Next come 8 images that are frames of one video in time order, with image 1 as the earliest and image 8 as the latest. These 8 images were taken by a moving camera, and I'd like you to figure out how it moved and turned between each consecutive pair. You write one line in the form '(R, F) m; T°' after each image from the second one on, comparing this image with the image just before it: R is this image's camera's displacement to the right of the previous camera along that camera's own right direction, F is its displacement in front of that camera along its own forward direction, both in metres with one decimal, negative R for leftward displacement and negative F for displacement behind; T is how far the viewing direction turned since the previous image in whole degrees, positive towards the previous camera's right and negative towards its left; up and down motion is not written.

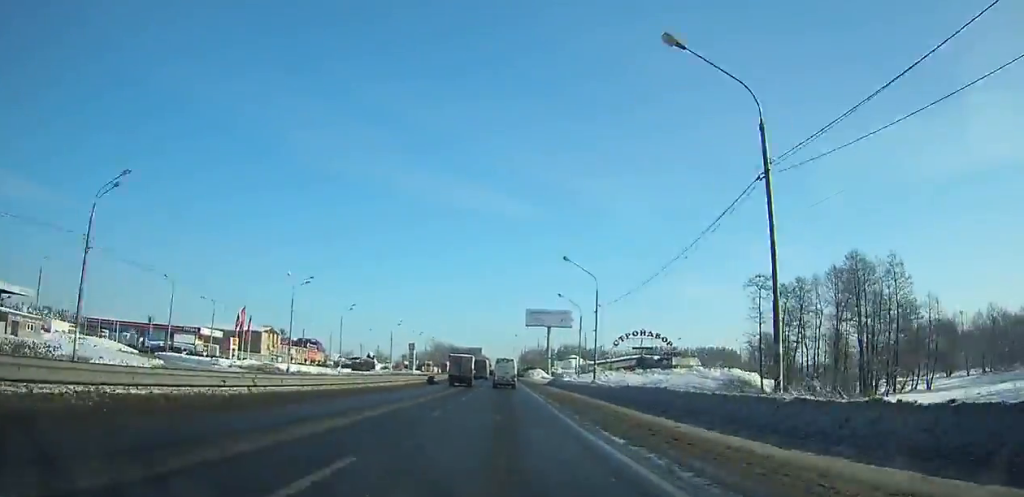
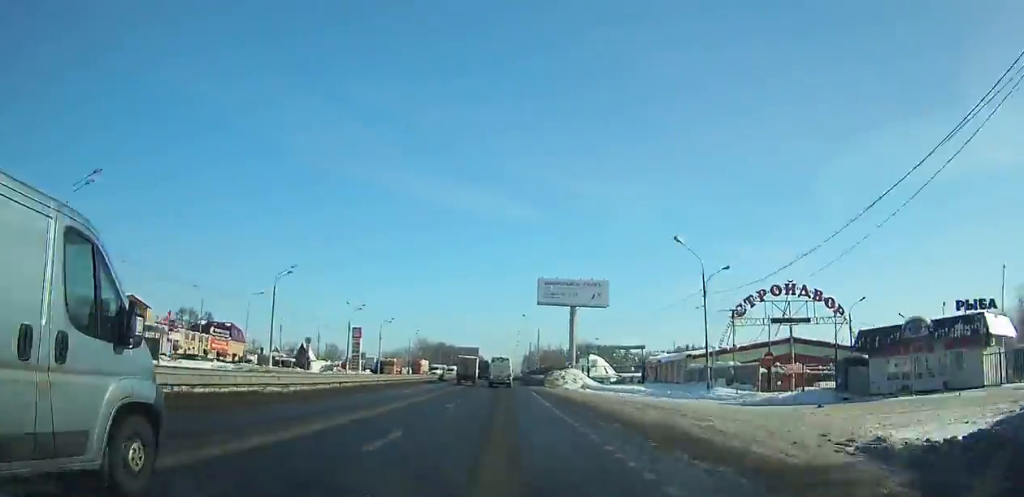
(+0.4, +71.1) m; 0°
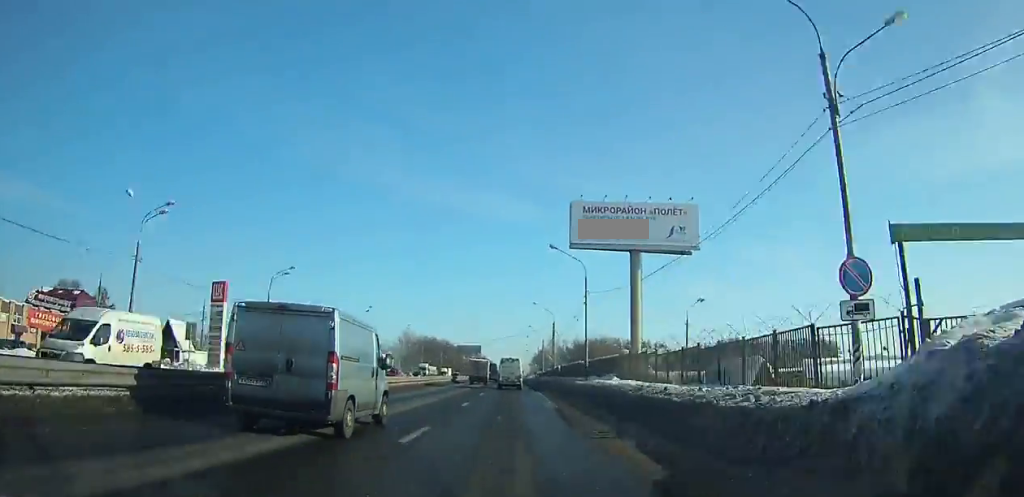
(0.0, +57.5) m; 0°
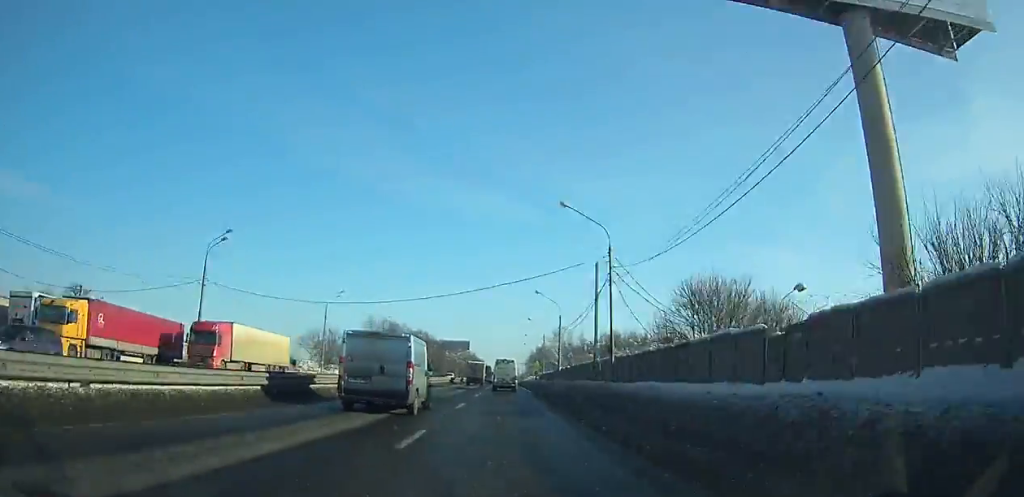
(0.0, +46.7) m; 0°
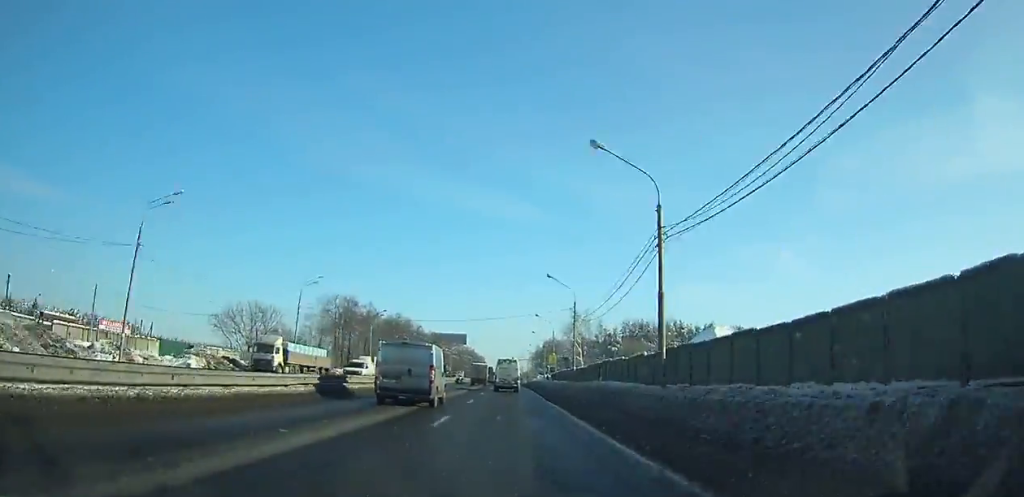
(+0.1, +40.2) m; 0°
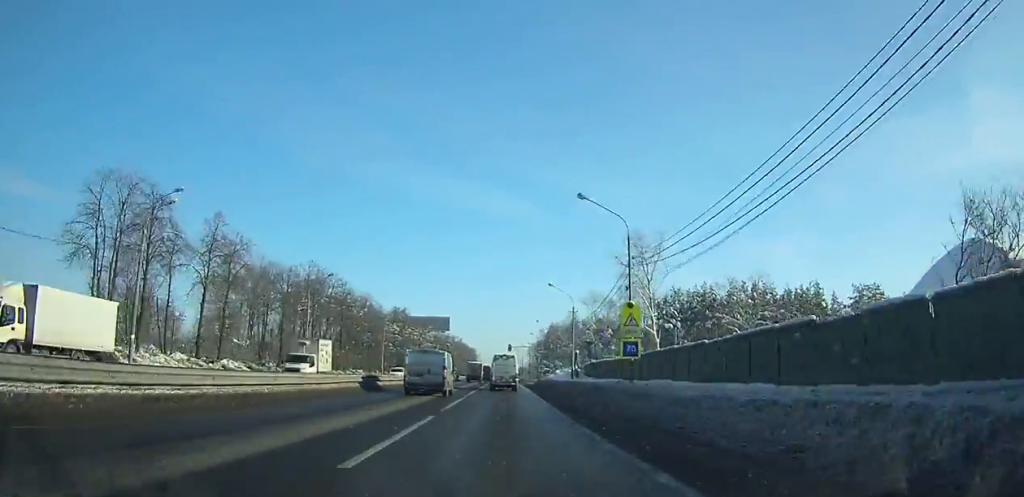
(0.0, +61.5) m; 0°
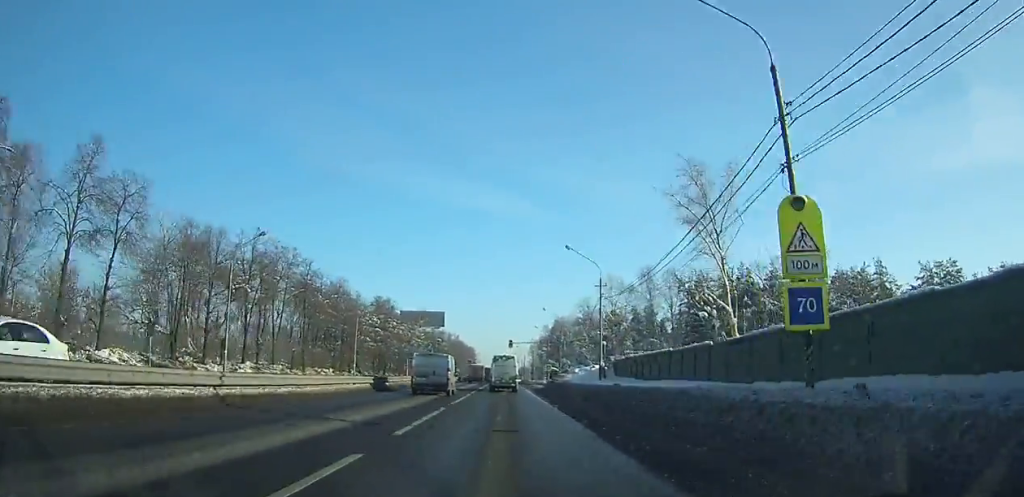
(-0.1, +20.6) m; 0°
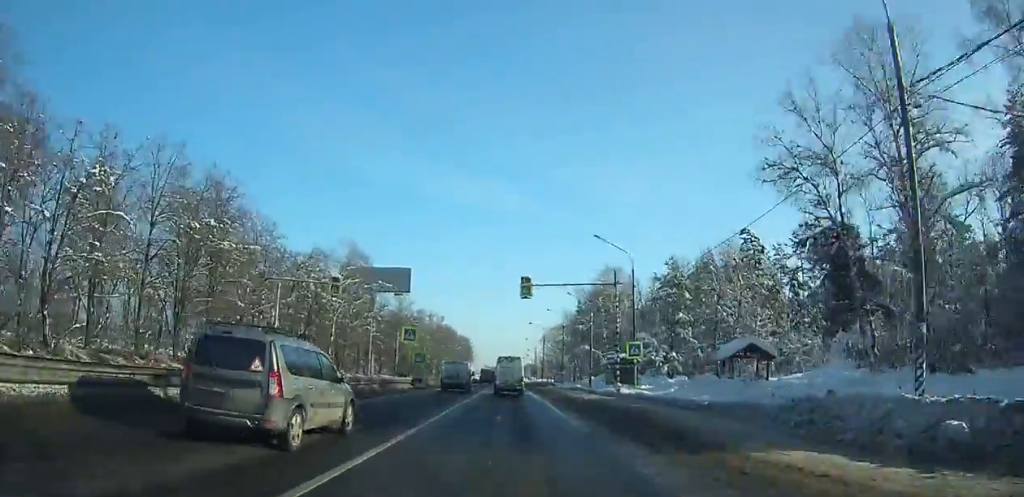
(0.0, +82.0) m; 0°
